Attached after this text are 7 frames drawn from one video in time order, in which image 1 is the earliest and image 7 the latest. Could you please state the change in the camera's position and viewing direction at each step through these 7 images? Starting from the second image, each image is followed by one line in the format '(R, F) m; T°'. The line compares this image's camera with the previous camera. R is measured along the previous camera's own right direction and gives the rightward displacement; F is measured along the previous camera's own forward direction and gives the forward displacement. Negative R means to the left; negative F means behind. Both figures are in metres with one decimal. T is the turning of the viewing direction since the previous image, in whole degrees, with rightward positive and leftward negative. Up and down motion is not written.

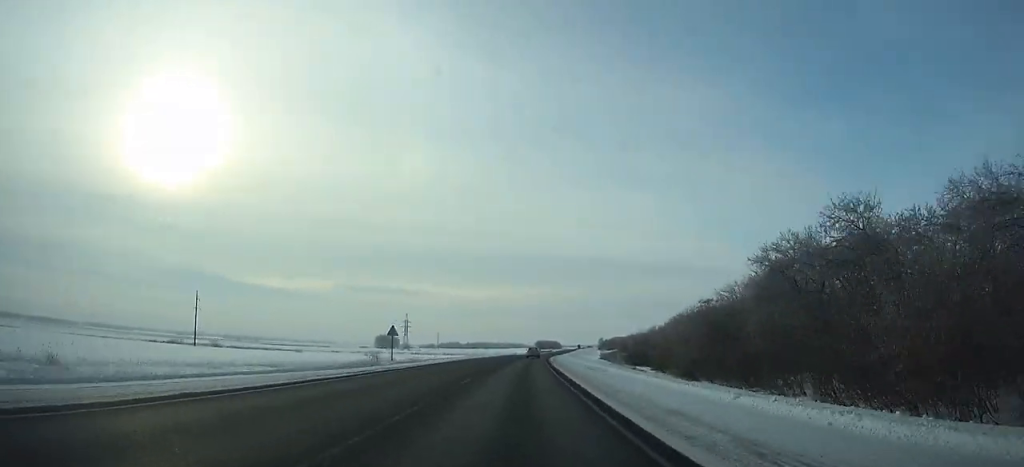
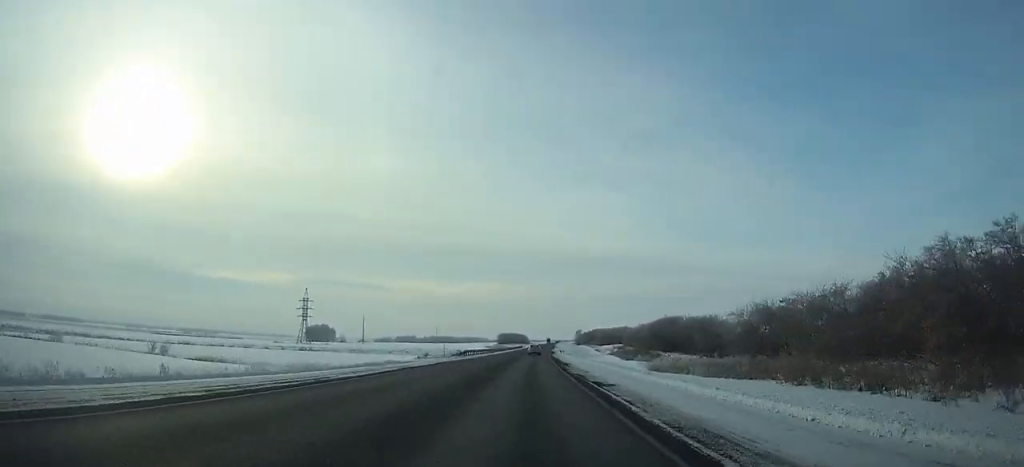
(+3.9, +115.1) m; +3°
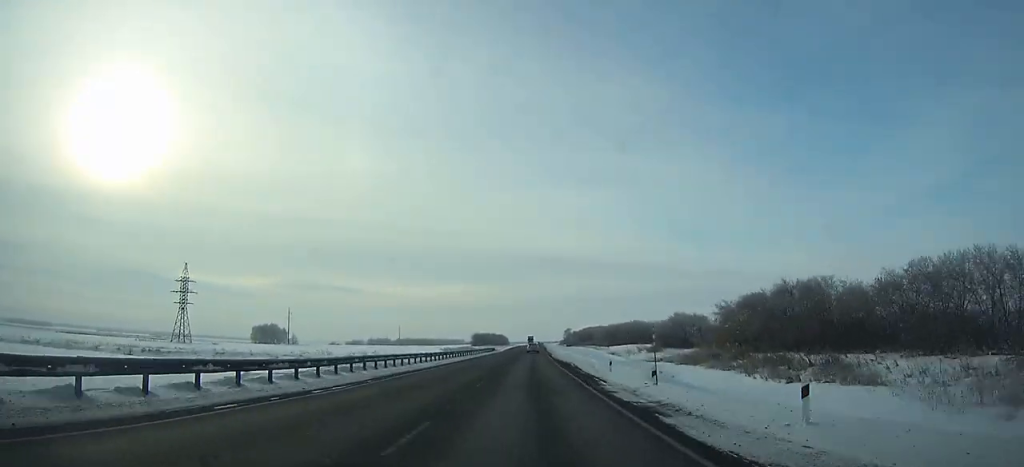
(+1.4, +78.1) m; +2°
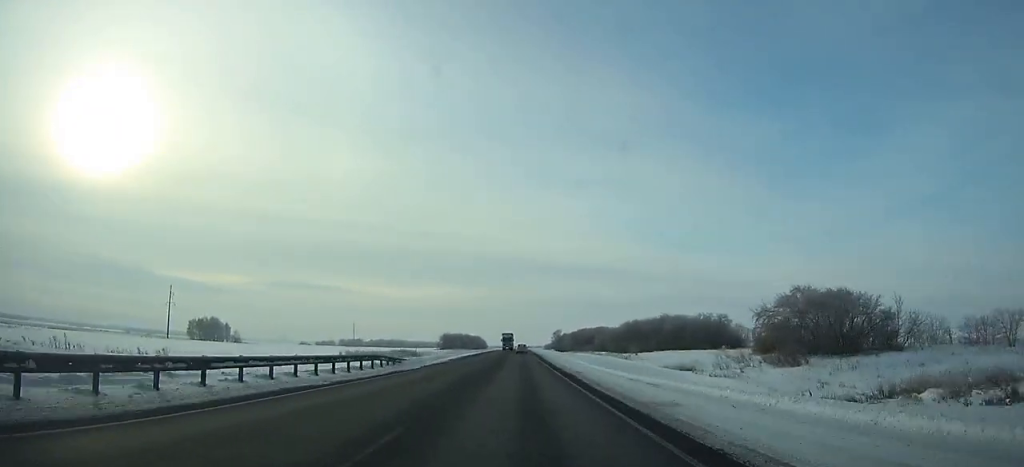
(+0.8, +73.2) m; +1°
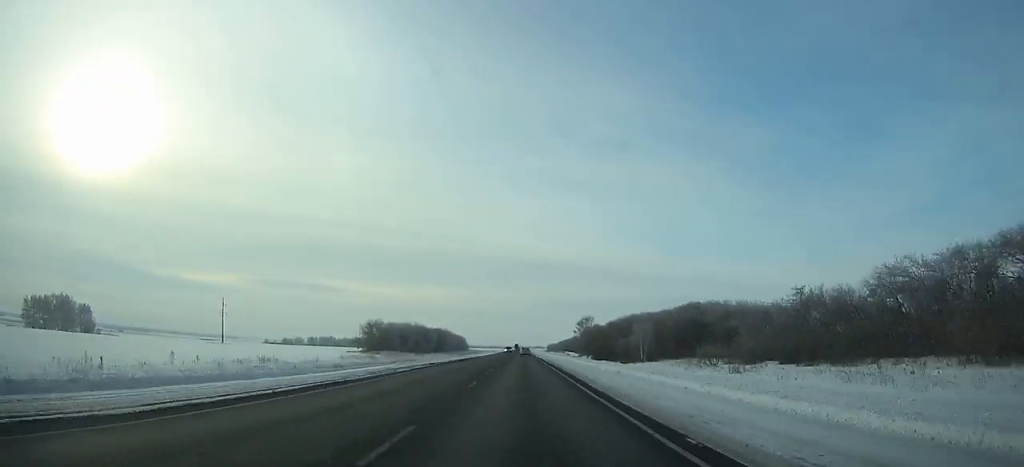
(+0.1, +156.1) m; 0°
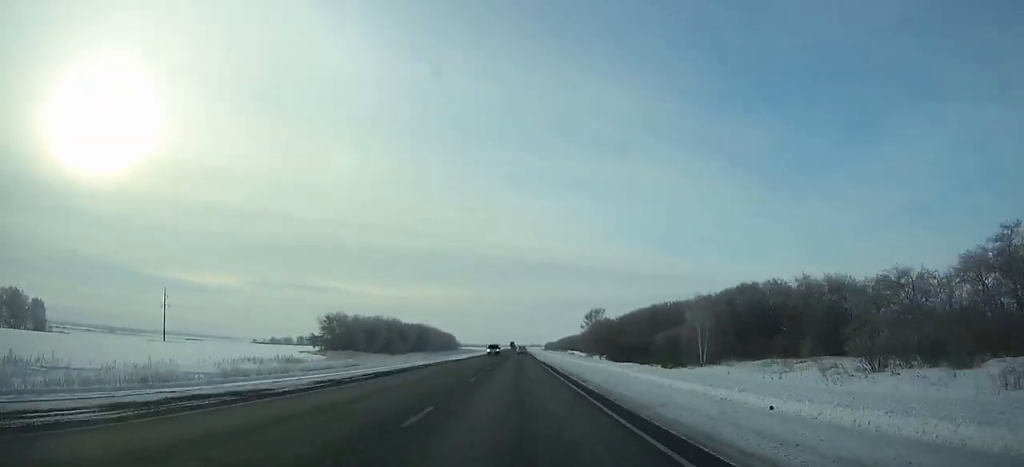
(+0.2, +33.2) m; 0°
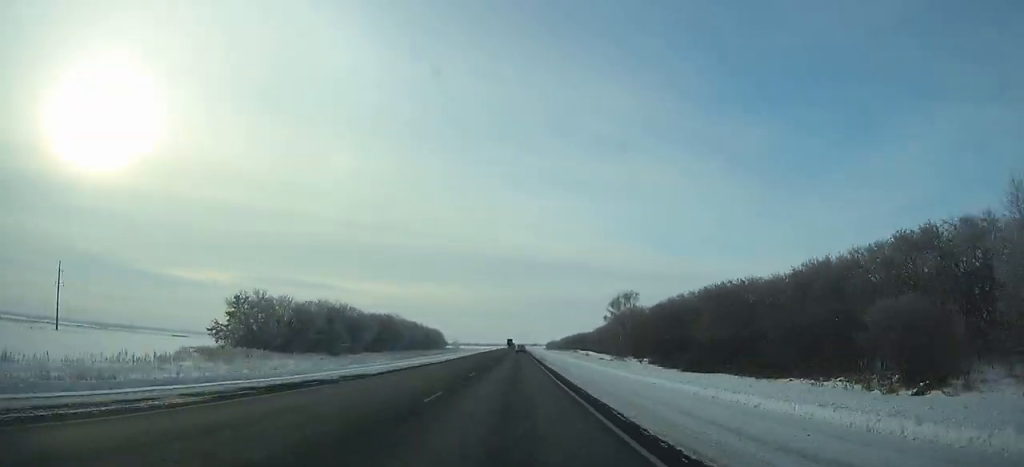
(+0.1, +44.5) m; 0°
